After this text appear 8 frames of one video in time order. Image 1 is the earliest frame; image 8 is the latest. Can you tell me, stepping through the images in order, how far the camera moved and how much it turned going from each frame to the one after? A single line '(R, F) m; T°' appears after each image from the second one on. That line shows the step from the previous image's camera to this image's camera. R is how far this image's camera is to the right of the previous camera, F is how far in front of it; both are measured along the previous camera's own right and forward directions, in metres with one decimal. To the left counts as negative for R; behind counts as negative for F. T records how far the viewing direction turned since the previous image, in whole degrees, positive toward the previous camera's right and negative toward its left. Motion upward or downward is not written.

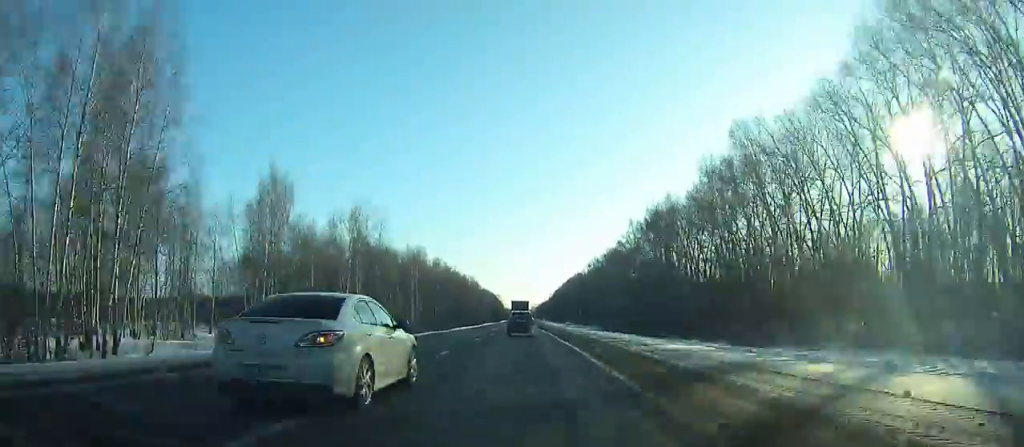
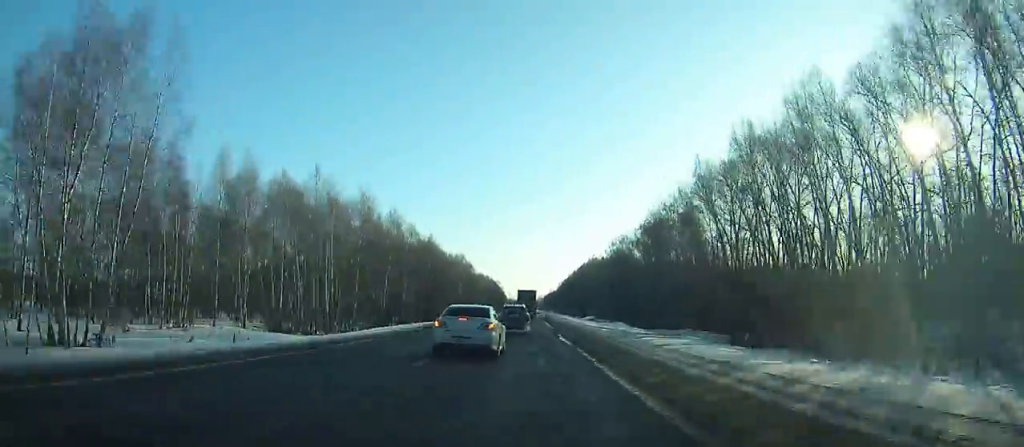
(+0.1, +50.6) m; 0°
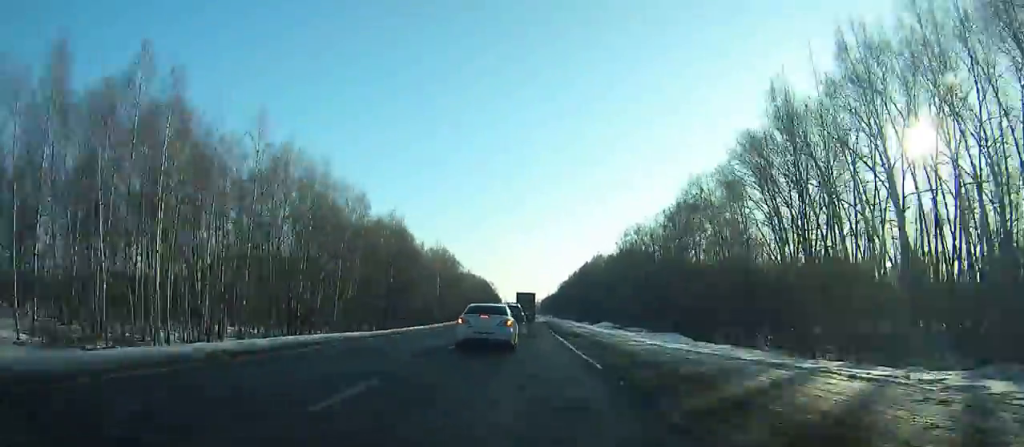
(0.0, +29.9) m; 0°
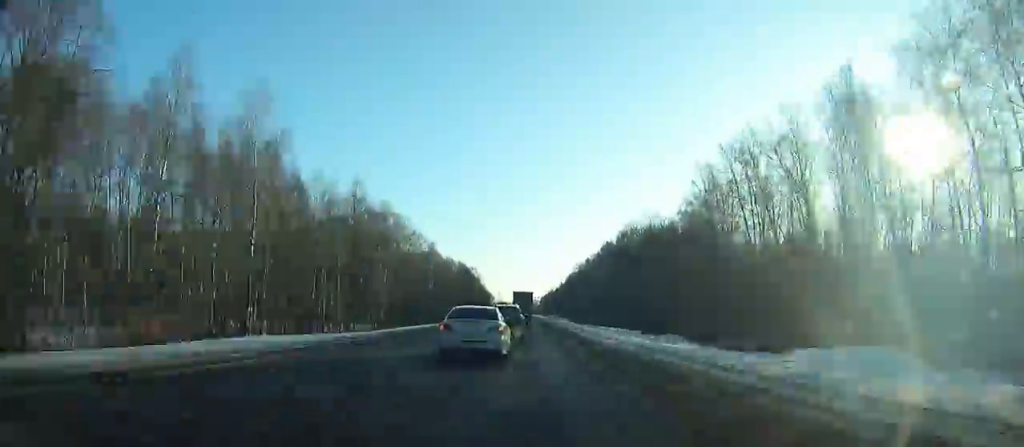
(-0.1, +77.8) m; 0°
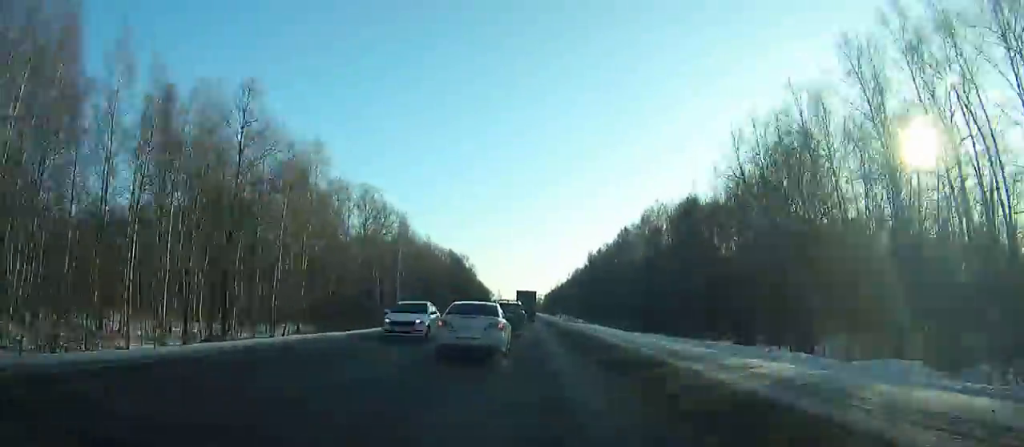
(-0.1, +31.9) m; 0°
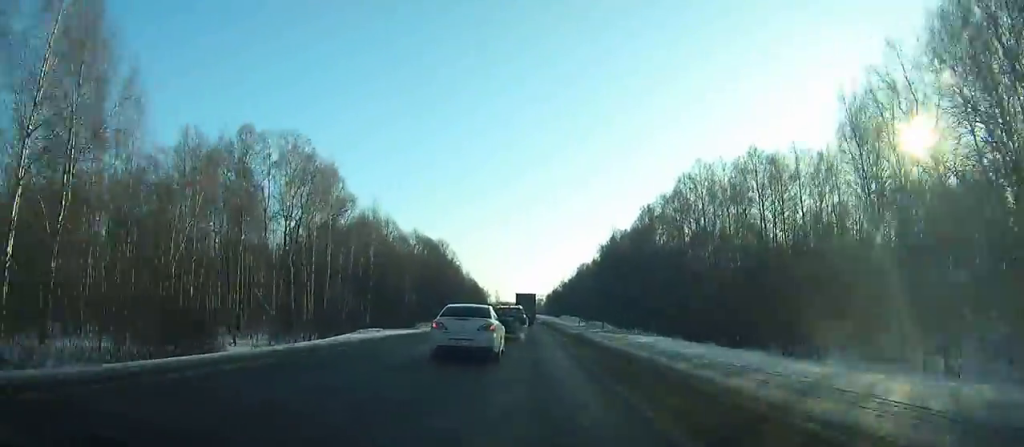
(0.0, +35.5) m; 0°
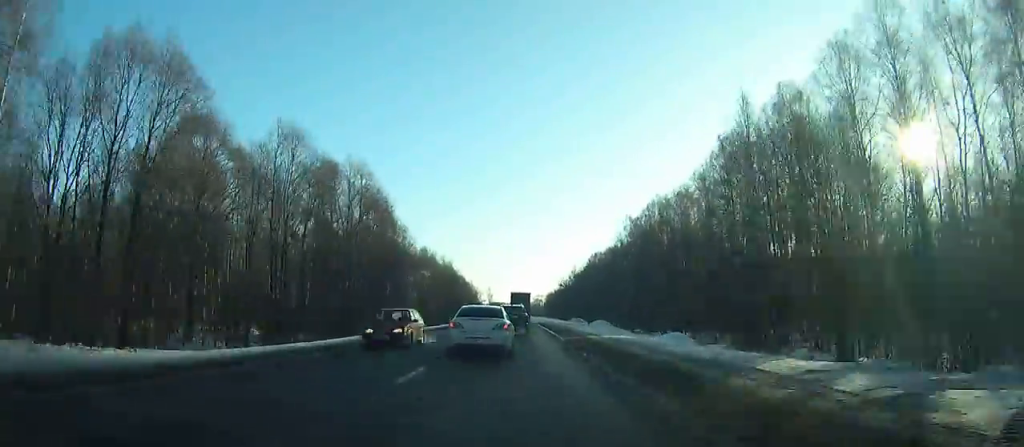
(-0.1, +55.4) m; 0°
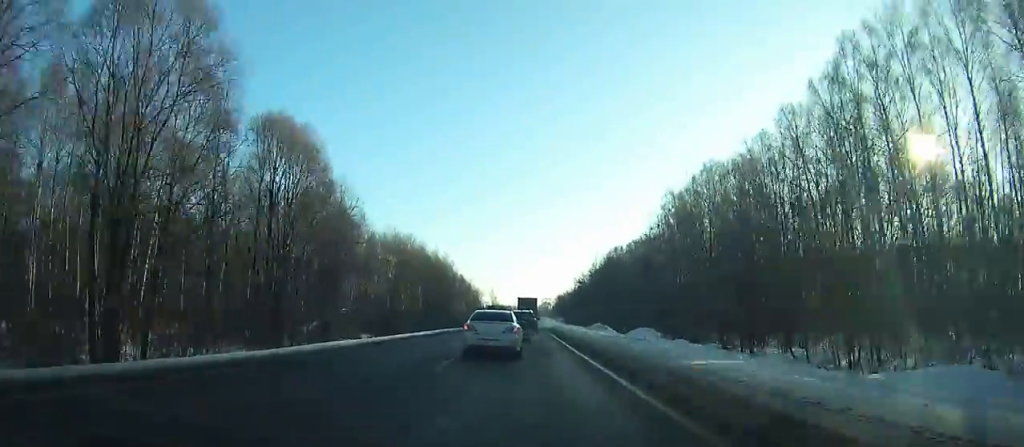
(0.0, +33.0) m; 0°
